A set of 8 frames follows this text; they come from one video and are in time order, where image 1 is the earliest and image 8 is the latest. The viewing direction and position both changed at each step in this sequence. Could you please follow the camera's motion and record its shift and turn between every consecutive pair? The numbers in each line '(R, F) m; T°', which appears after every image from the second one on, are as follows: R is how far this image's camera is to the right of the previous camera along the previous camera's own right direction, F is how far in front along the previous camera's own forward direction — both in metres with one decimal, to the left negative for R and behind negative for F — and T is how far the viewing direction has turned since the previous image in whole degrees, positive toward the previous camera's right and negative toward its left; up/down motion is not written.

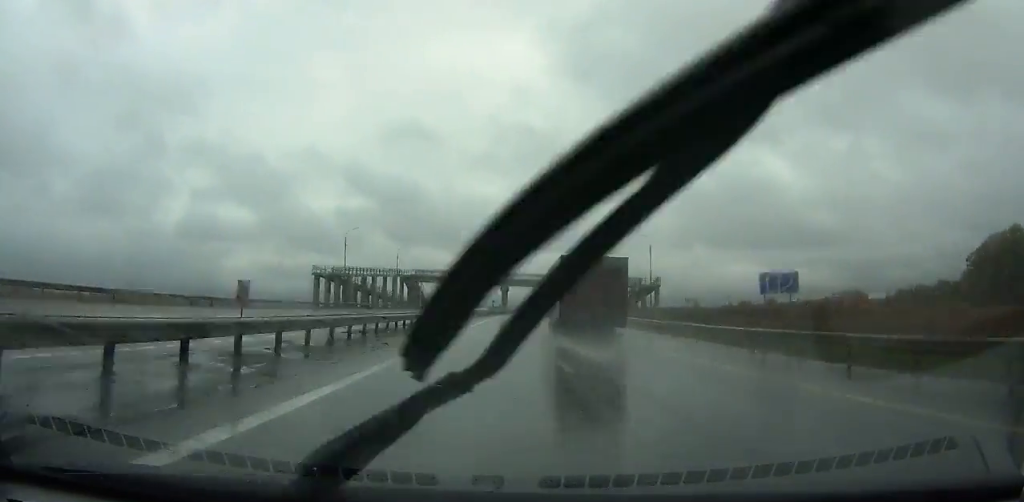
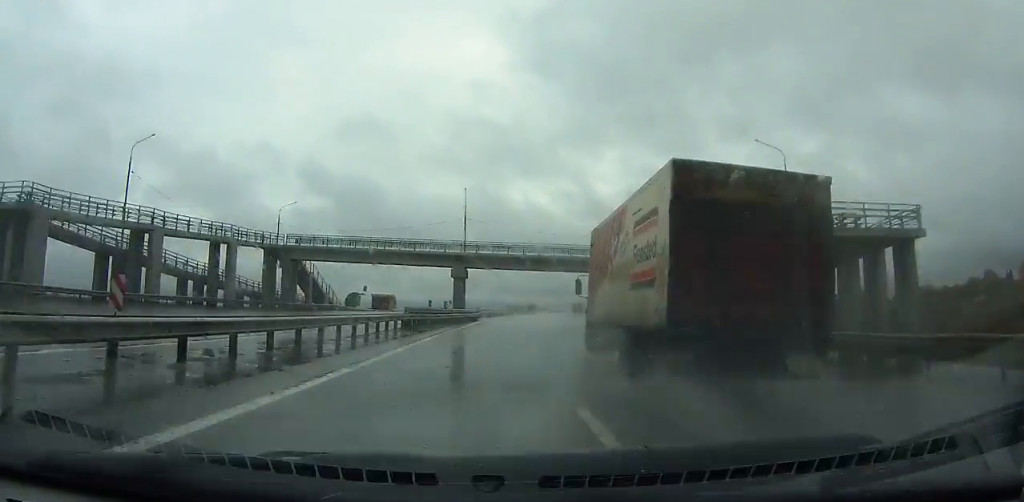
(+2.8, +56.2) m; +4°
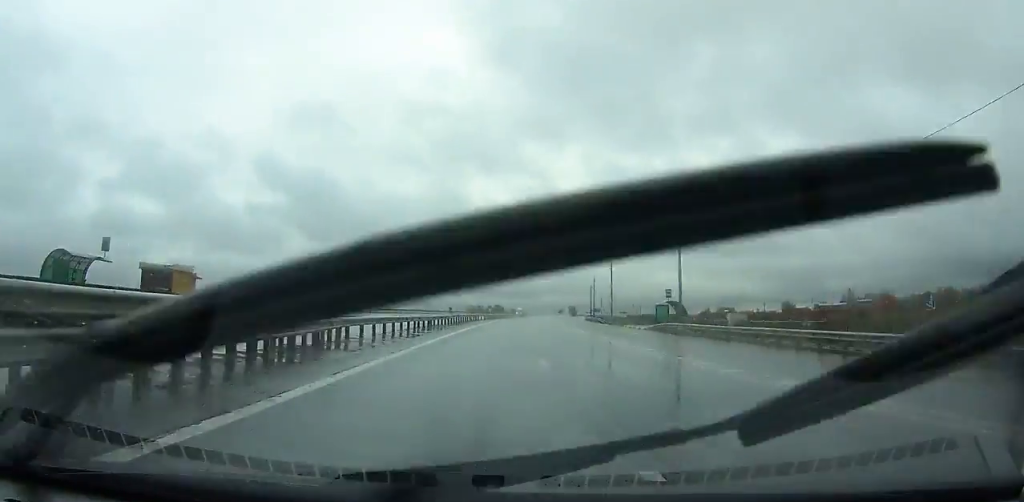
(+2.5, +64.7) m; +4°
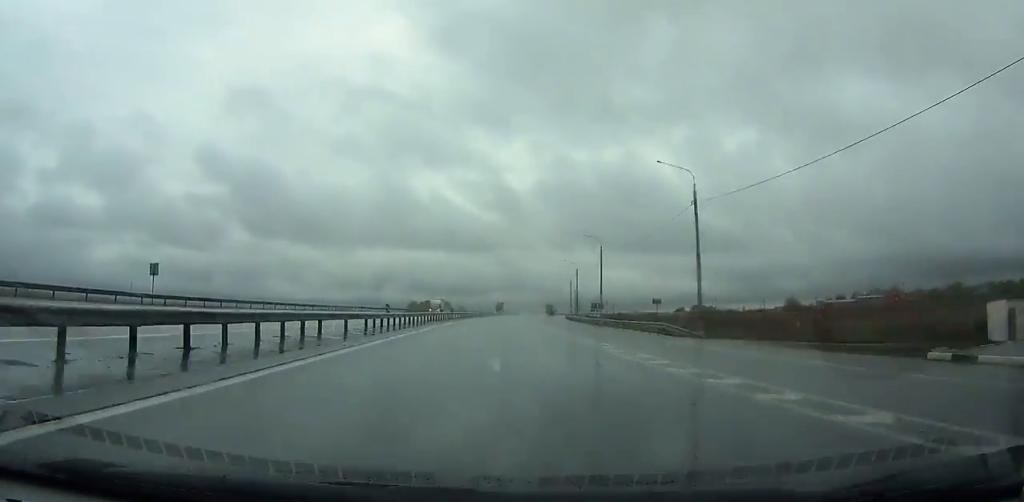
(+1.0, +55.7) m; +3°
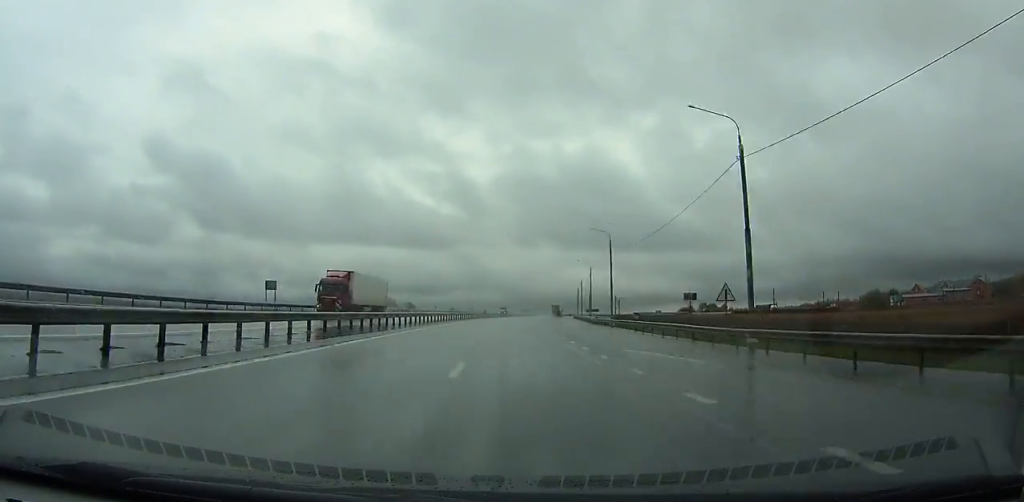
(+3.3, +84.8) m; +5°
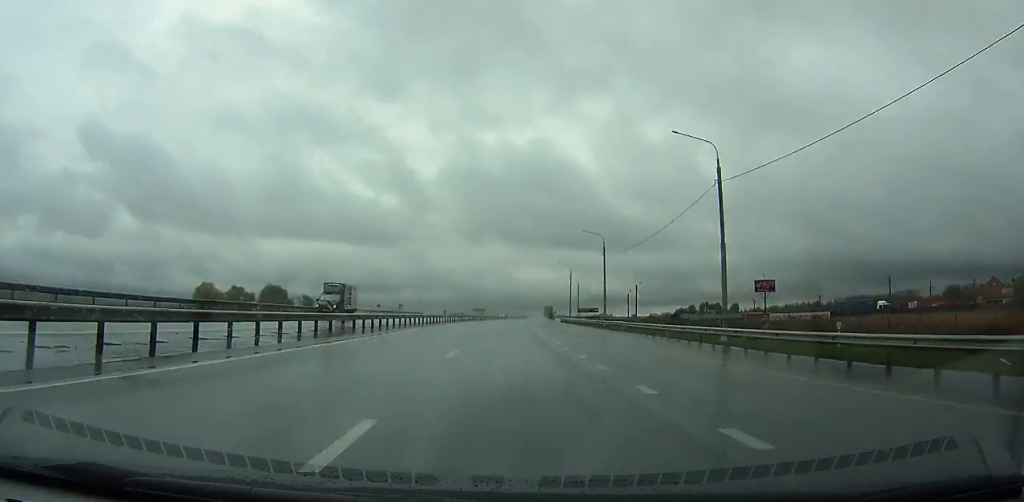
(+3.2, +78.6) m; +4°
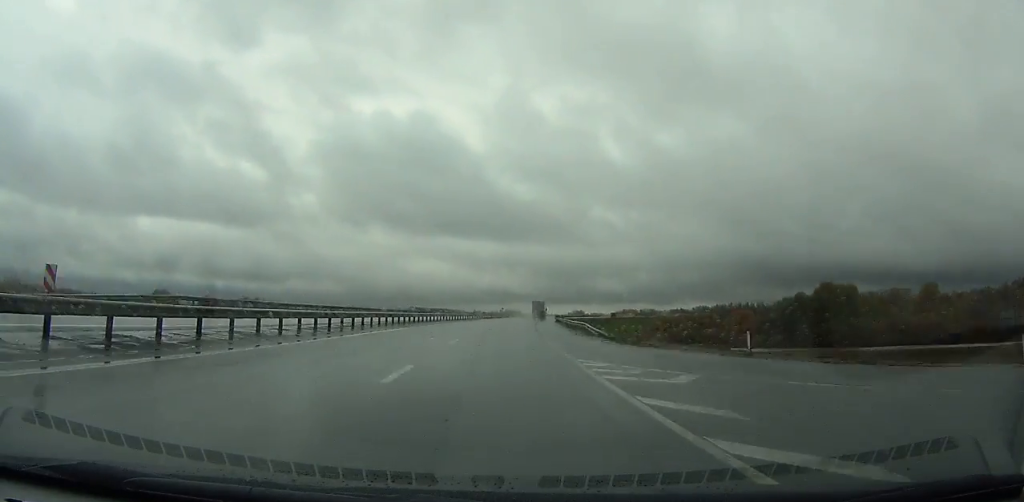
(+14.6, +174.6) m; +9°
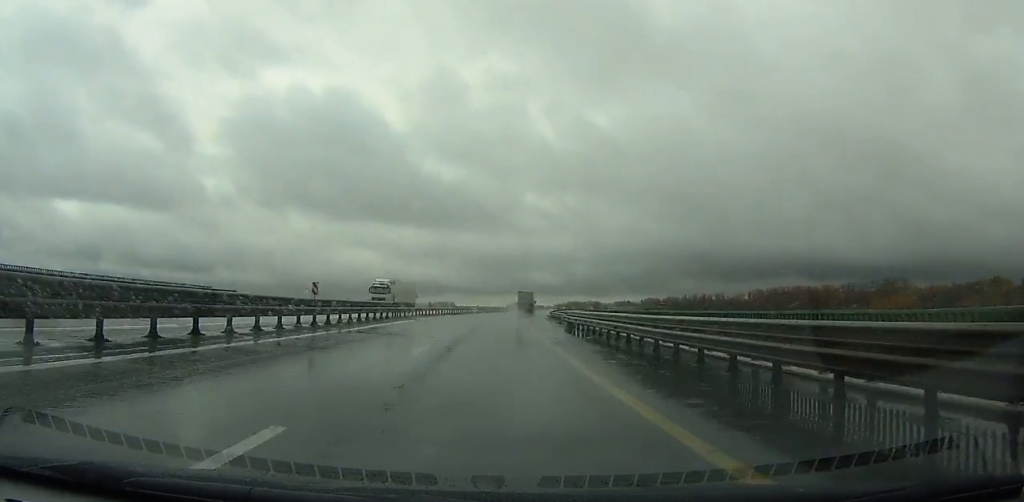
(+4.9, +100.7) m; +6°
